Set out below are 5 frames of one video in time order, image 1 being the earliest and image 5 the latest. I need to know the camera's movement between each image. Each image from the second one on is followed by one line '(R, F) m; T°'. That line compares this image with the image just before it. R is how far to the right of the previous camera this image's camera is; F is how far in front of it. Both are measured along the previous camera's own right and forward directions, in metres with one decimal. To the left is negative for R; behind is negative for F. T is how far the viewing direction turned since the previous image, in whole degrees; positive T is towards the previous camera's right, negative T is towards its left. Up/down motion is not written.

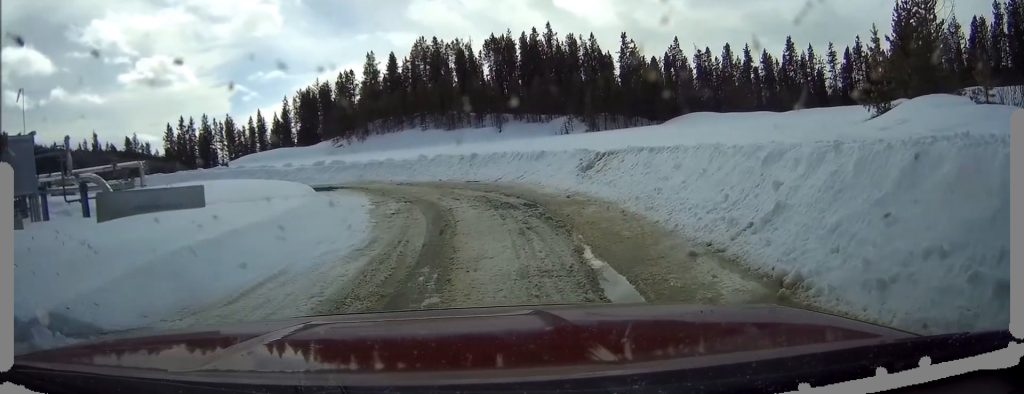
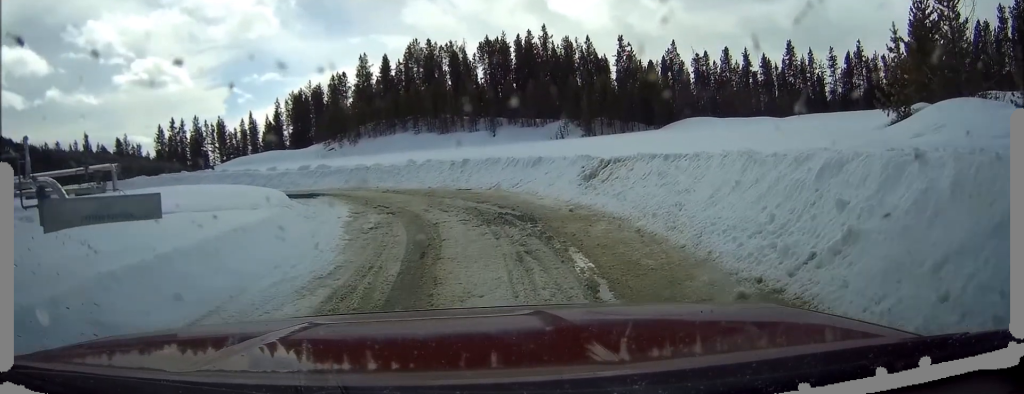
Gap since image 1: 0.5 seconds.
(0.0, +1.9) m; +2°
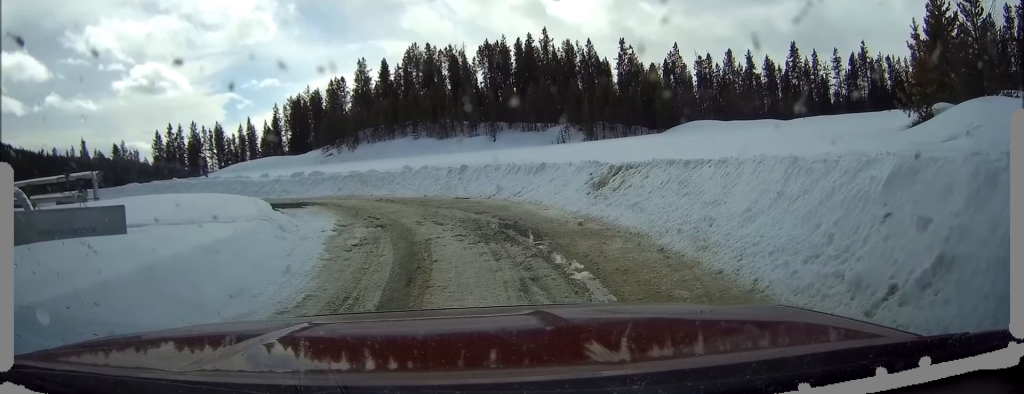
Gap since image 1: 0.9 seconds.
(0.0, +1.5) m; +2°
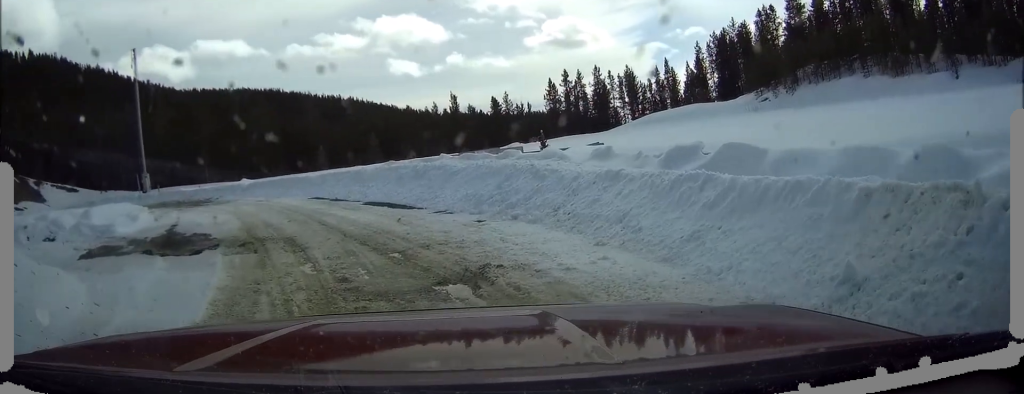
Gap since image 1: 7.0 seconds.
(-3.9, +24.3) m; -31°
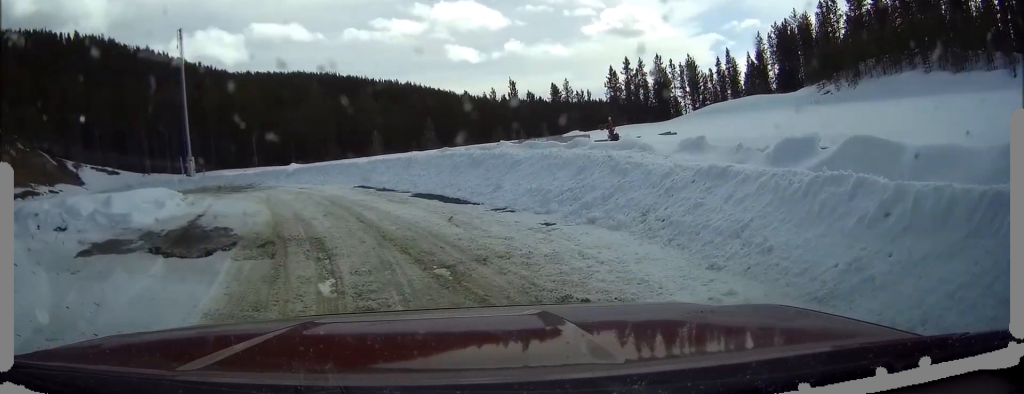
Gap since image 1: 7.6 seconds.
(-0.1, +2.3) m; -5°
